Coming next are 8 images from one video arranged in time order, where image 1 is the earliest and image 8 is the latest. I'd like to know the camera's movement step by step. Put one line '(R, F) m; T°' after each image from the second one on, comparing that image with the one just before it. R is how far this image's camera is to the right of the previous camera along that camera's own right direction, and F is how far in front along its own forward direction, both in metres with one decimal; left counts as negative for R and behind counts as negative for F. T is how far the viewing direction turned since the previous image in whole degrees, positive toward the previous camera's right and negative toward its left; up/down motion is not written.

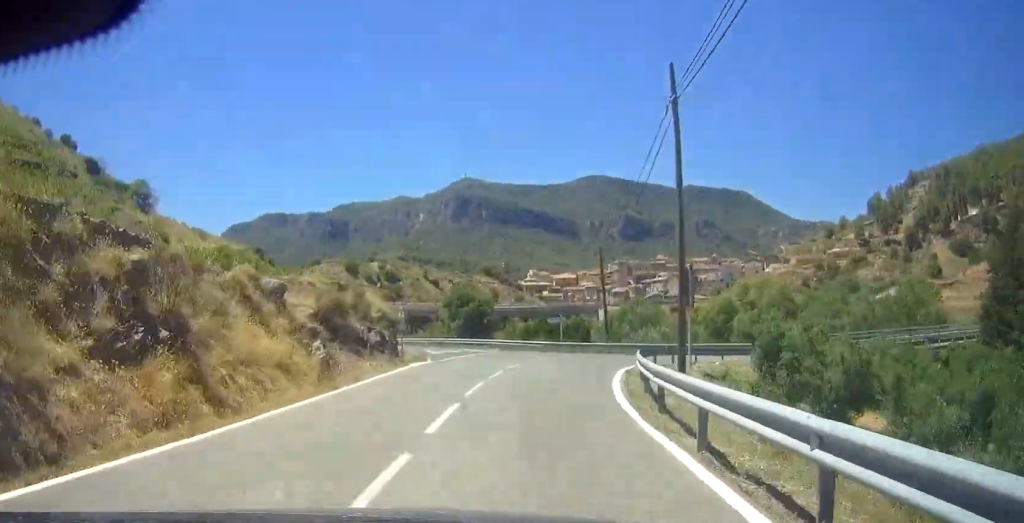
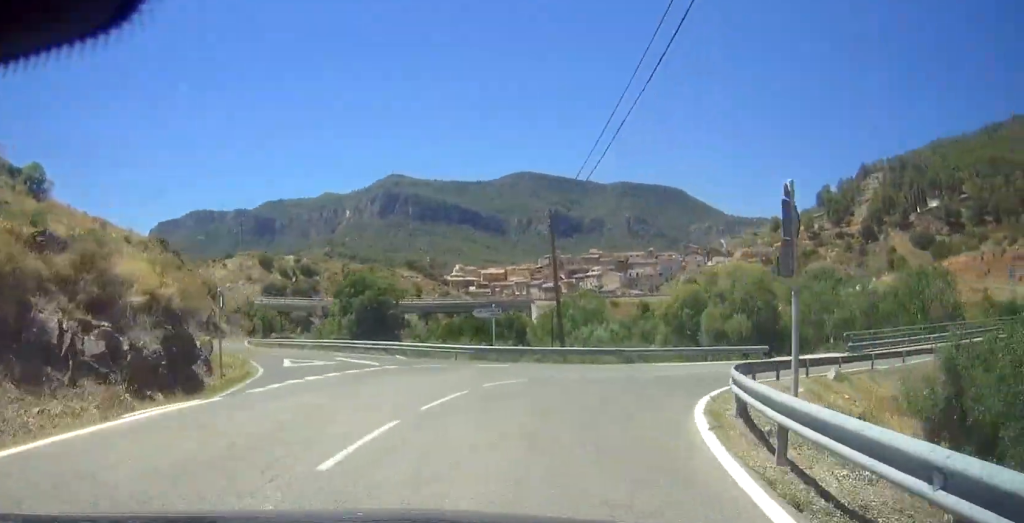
(+1.2, +19.0) m; -6°
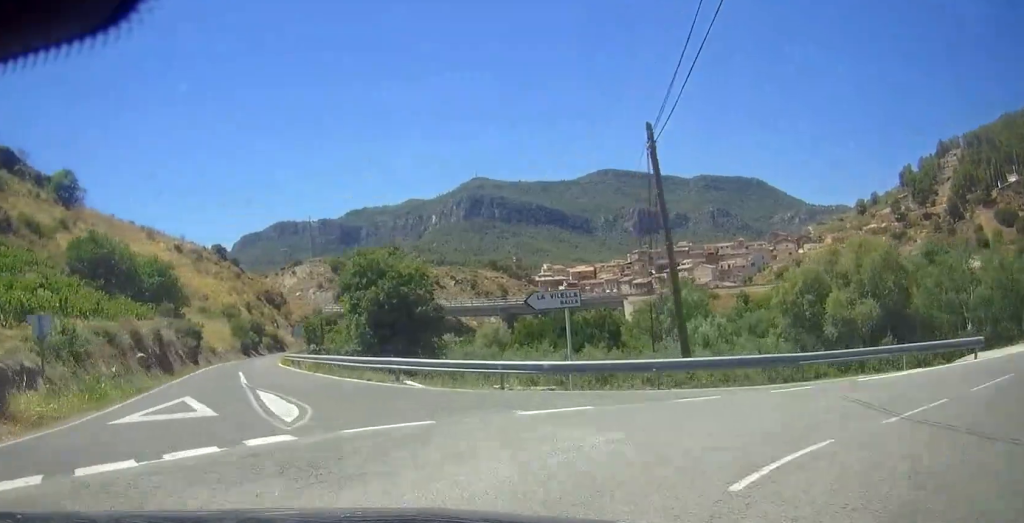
(-1.9, +18.6) m; -6°
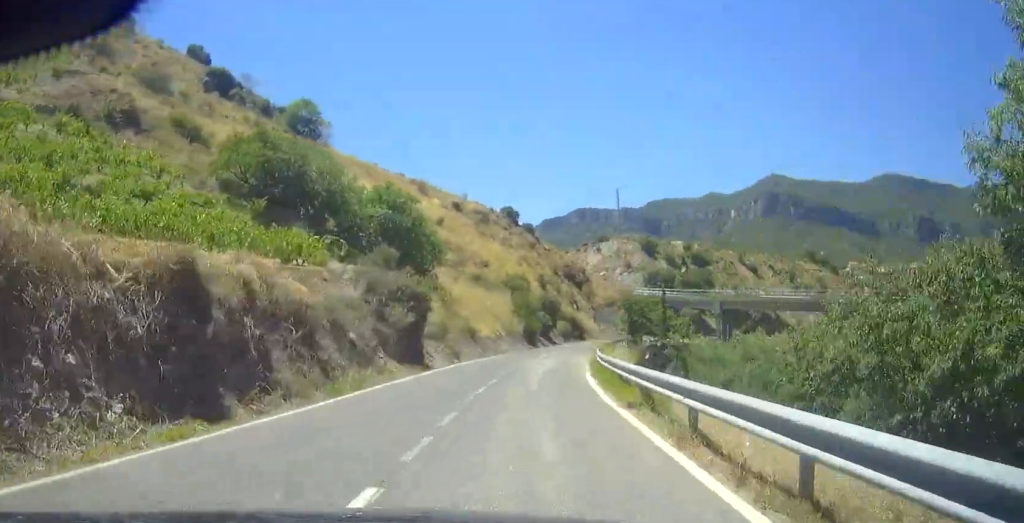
(-4.7, +33.1) m; -8°
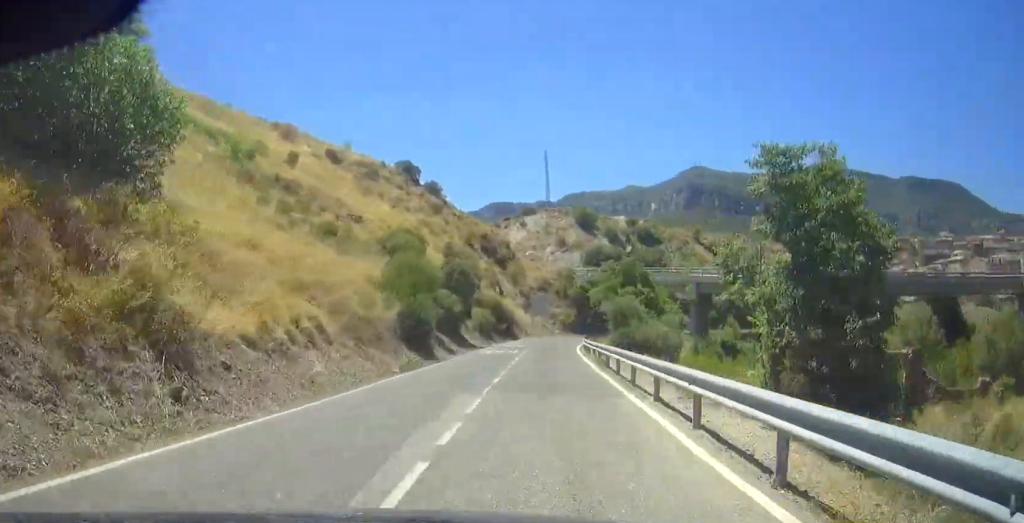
(0.0, +36.7) m; +1°
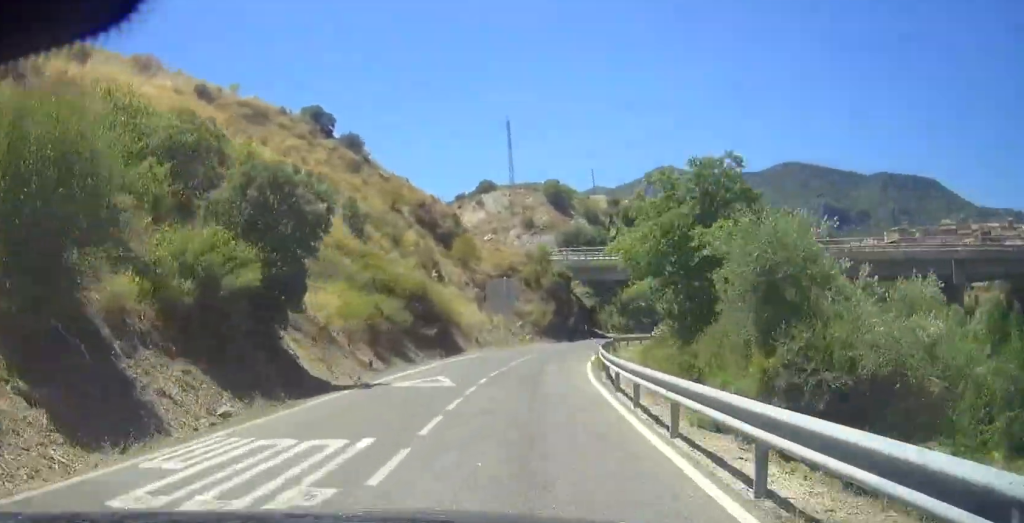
(0.0, +33.5) m; +5°
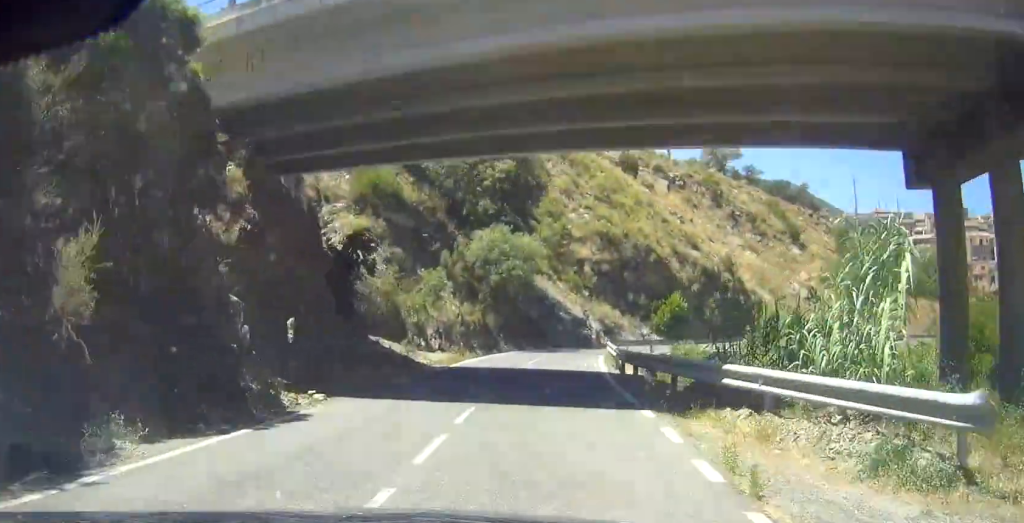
(+9.5, +65.6) m; +18°
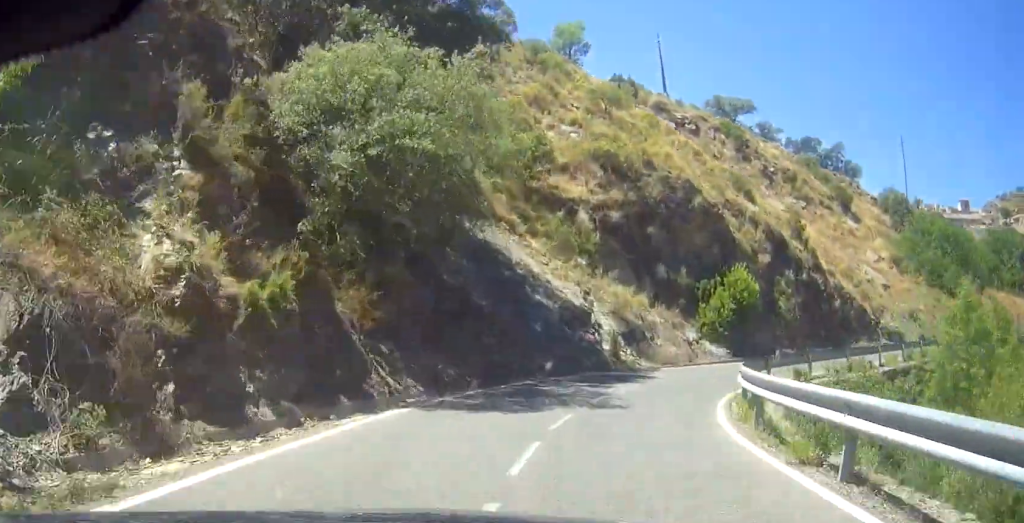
(+1.6, +25.1) m; +16°
